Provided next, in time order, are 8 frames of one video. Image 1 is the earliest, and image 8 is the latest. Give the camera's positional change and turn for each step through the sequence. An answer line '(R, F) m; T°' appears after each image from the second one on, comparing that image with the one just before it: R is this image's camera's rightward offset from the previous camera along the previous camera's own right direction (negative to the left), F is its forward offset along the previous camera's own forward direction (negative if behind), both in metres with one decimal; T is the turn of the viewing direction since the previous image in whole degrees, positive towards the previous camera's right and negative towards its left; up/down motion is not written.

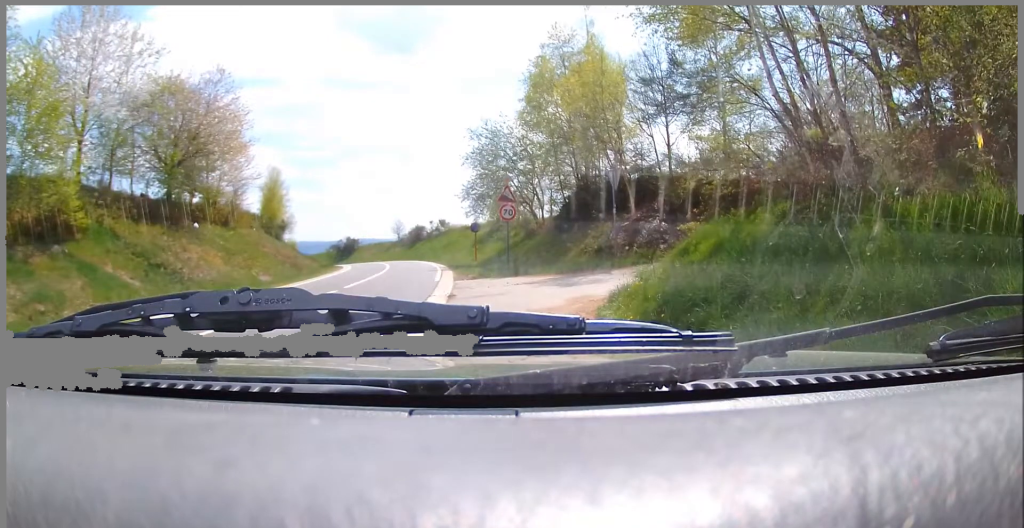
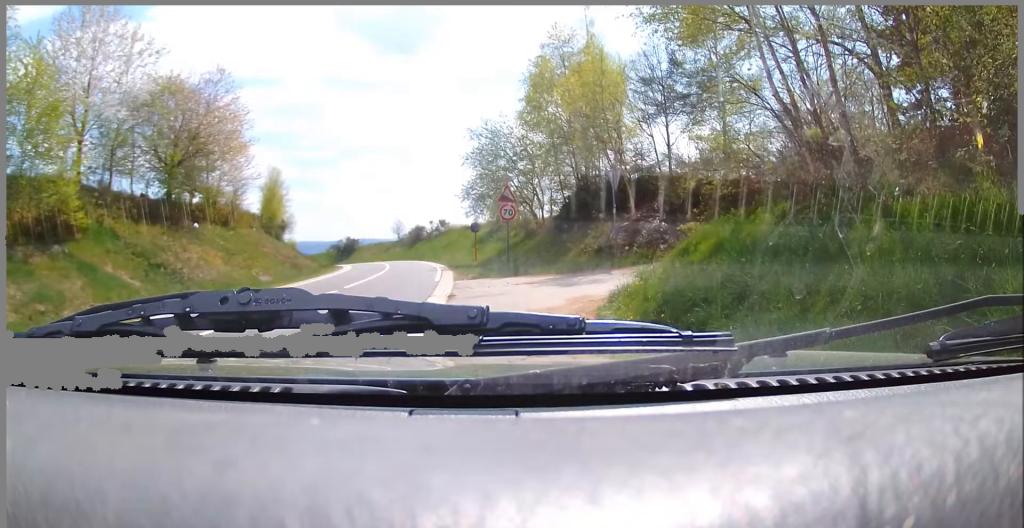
(-0.1, +0.4) m; 0°
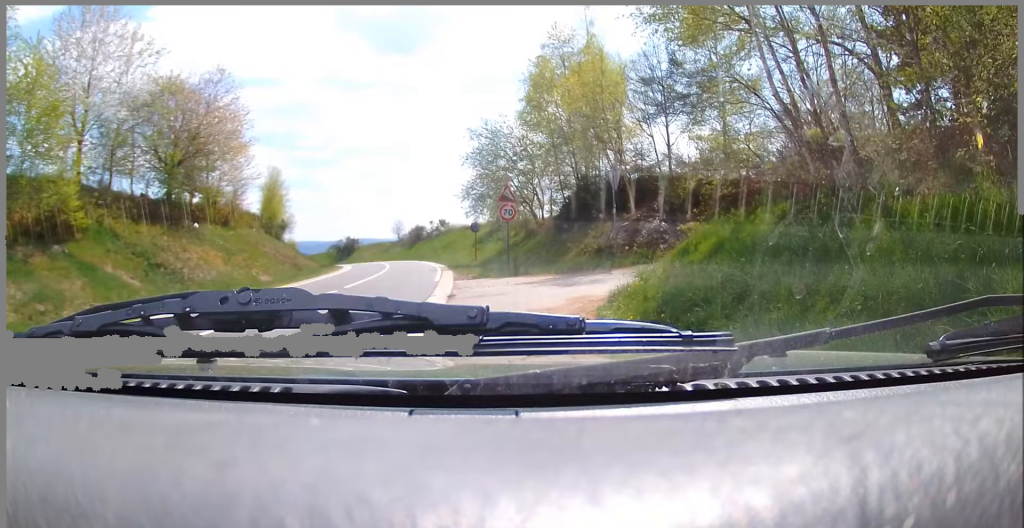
(0.0, 0.0) m; 0°
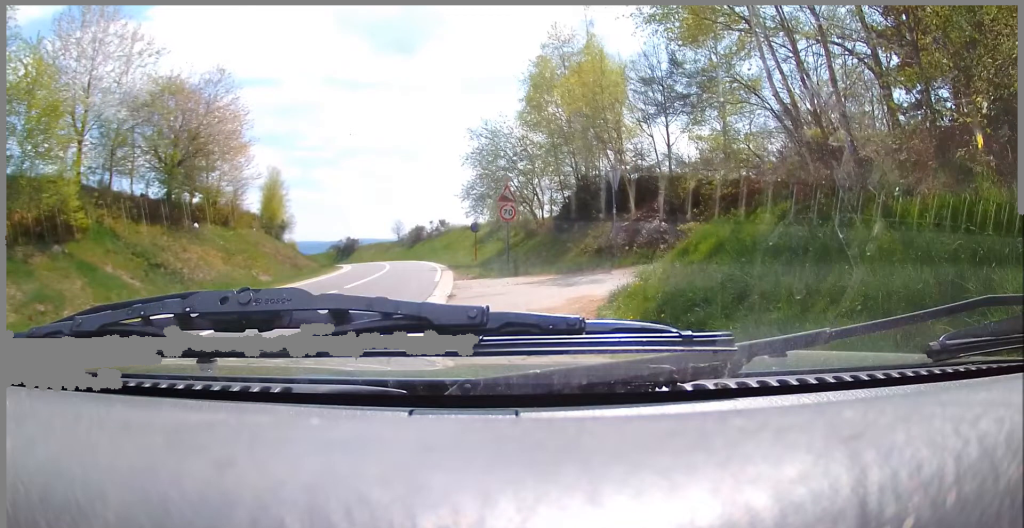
(0.0, 0.0) m; 0°
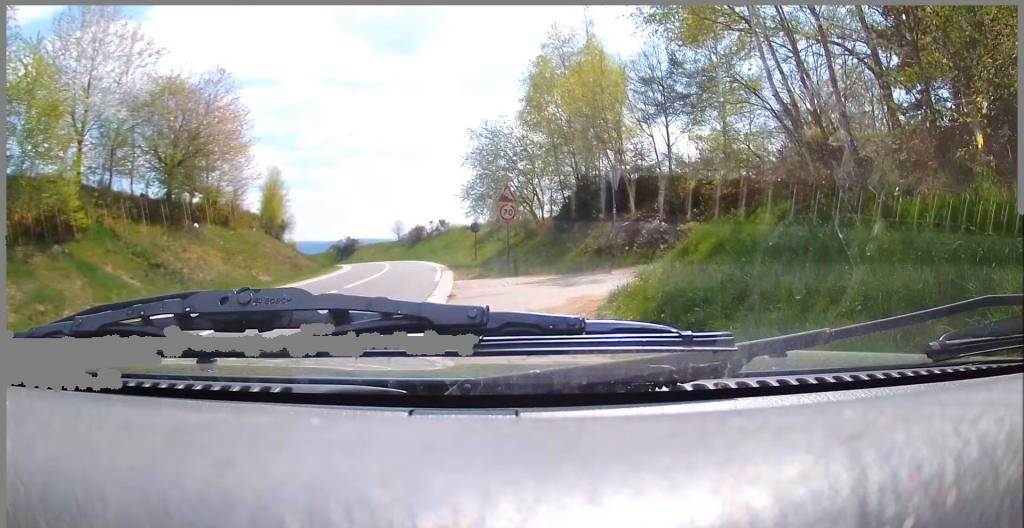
(0.0, 0.0) m; 0°
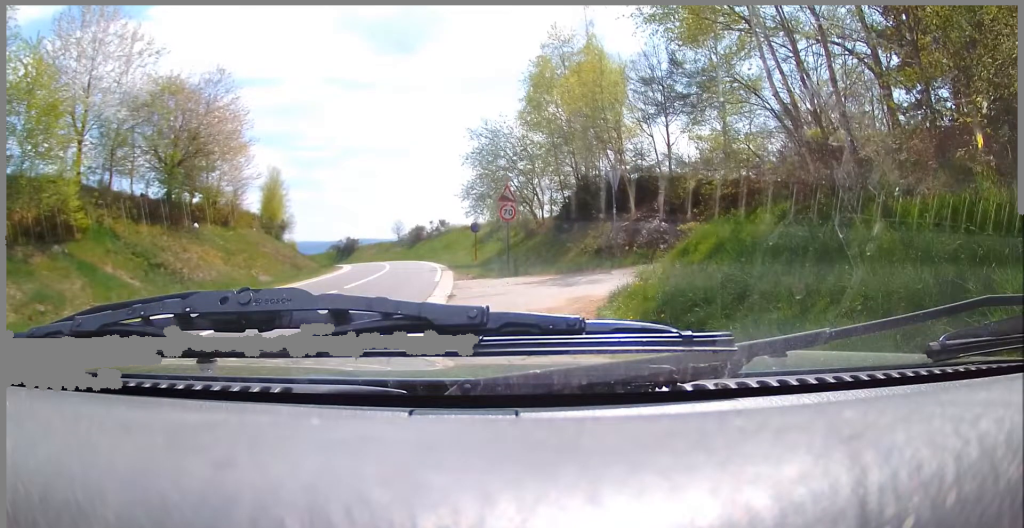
(0.0, 0.0) m; 0°
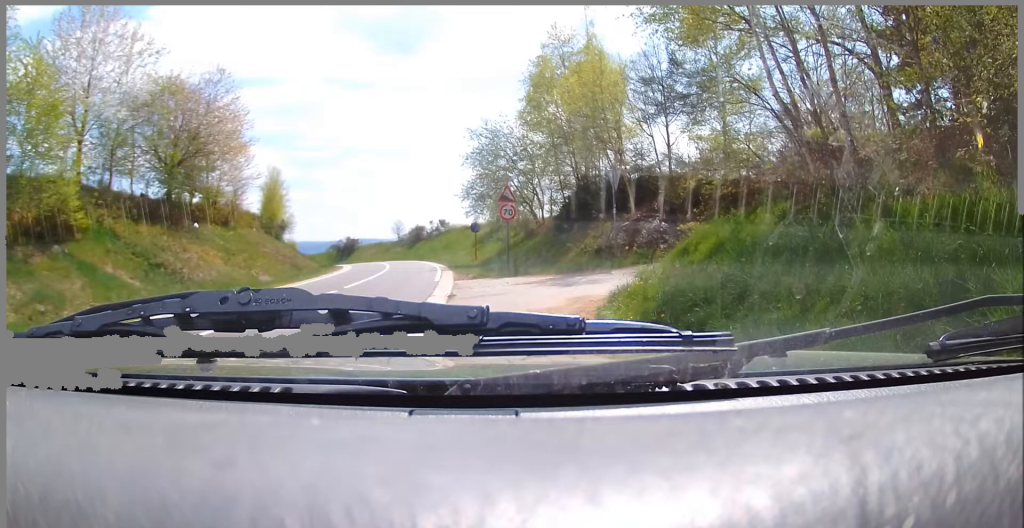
(0.0, 0.0) m; 0°
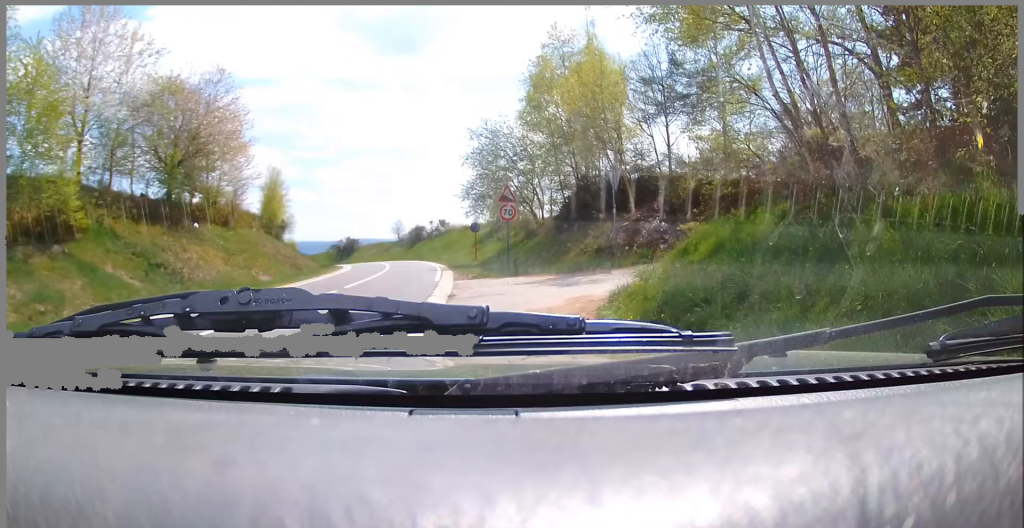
(0.0, 0.0) m; 0°
